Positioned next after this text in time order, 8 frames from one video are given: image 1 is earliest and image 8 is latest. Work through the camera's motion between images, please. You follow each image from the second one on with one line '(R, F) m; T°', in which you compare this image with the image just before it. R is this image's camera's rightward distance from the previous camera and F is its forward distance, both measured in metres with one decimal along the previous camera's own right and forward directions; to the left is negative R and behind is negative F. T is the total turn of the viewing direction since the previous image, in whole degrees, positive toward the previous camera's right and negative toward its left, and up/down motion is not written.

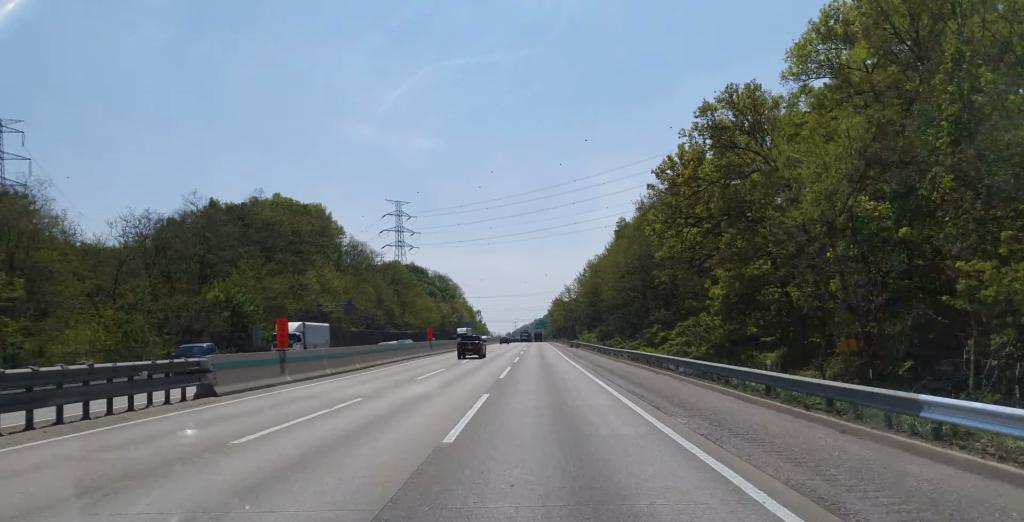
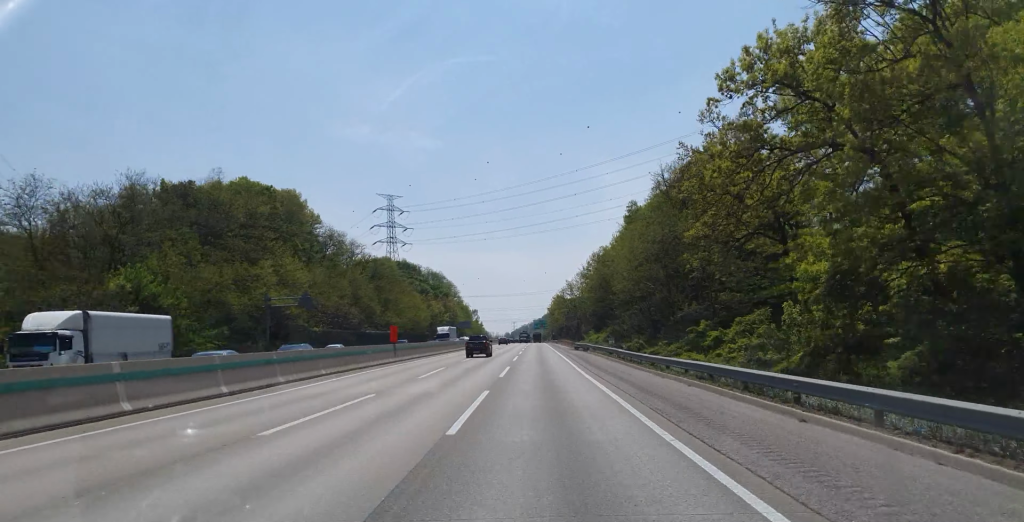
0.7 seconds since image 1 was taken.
(+0.3, +18.5) m; 0°
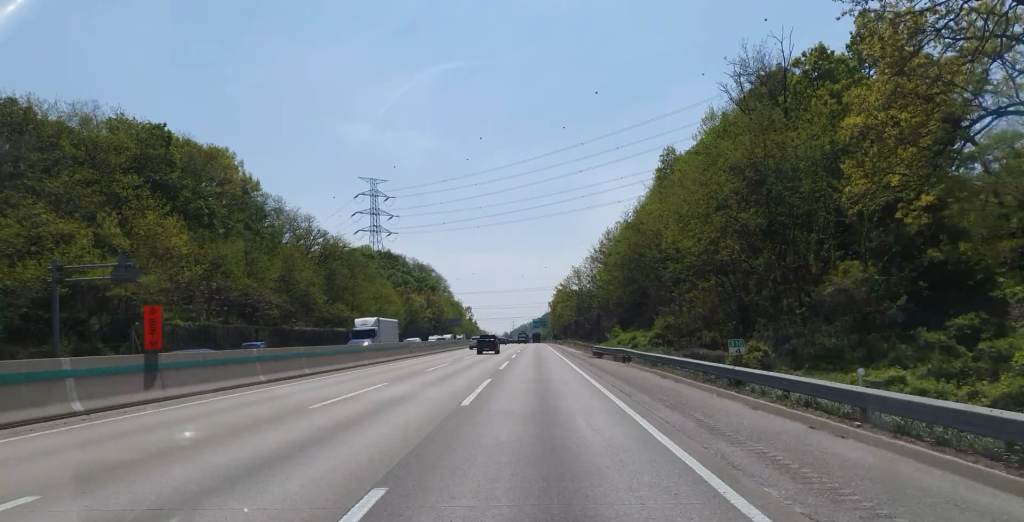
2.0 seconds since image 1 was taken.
(-0.5, +35.9) m; -1°
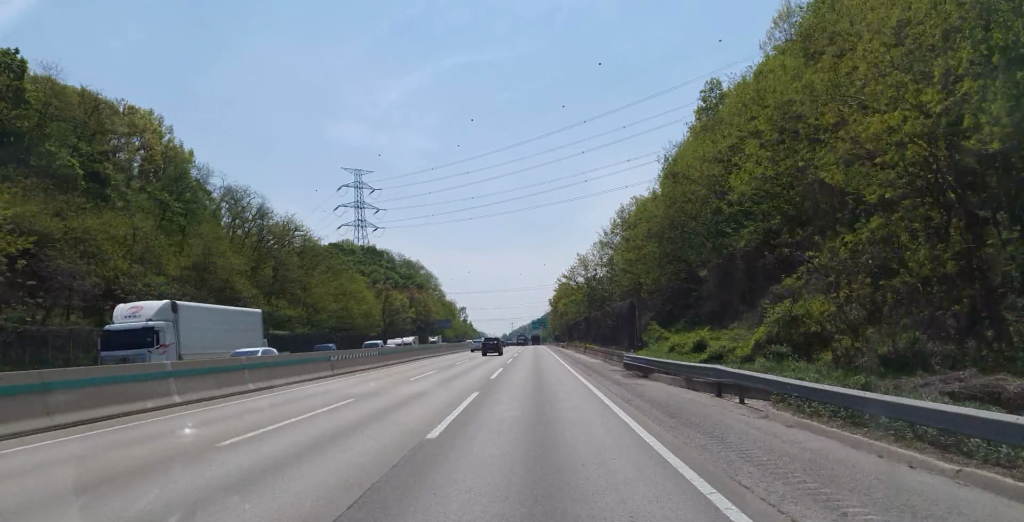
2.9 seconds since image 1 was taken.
(0.0, +25.7) m; 0°
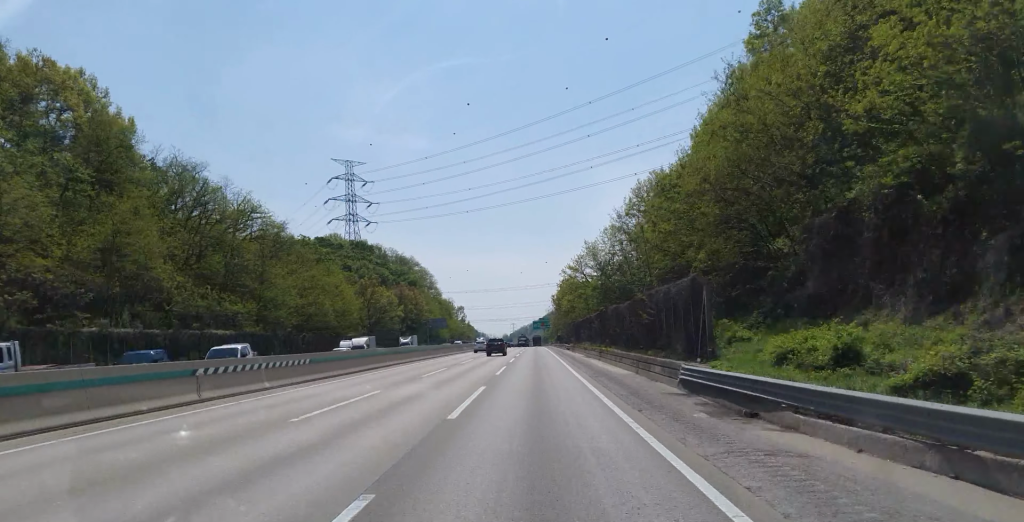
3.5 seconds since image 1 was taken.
(0.0, +16.4) m; 0°
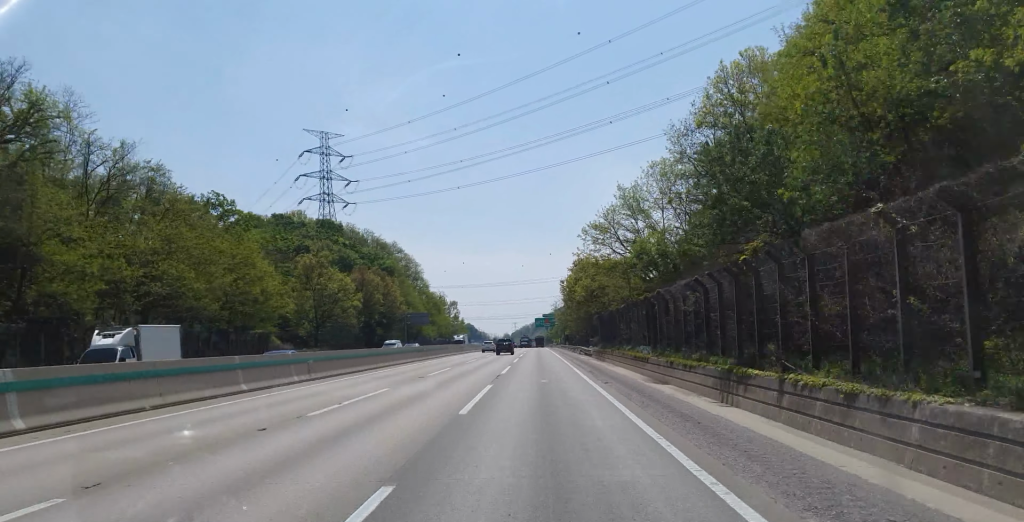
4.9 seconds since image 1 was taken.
(-0.3, +38.0) m; 0°
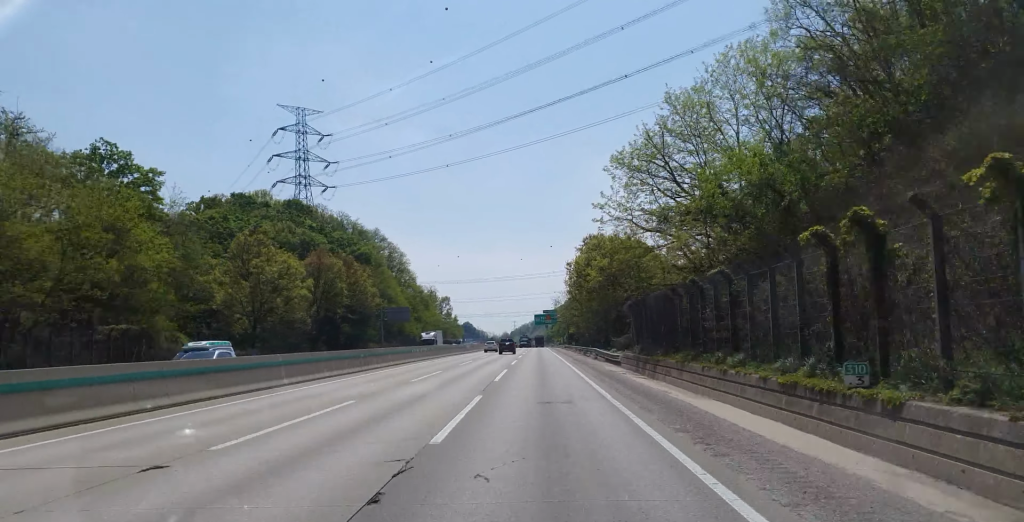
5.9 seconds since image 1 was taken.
(+0.2, +26.2) m; +1°
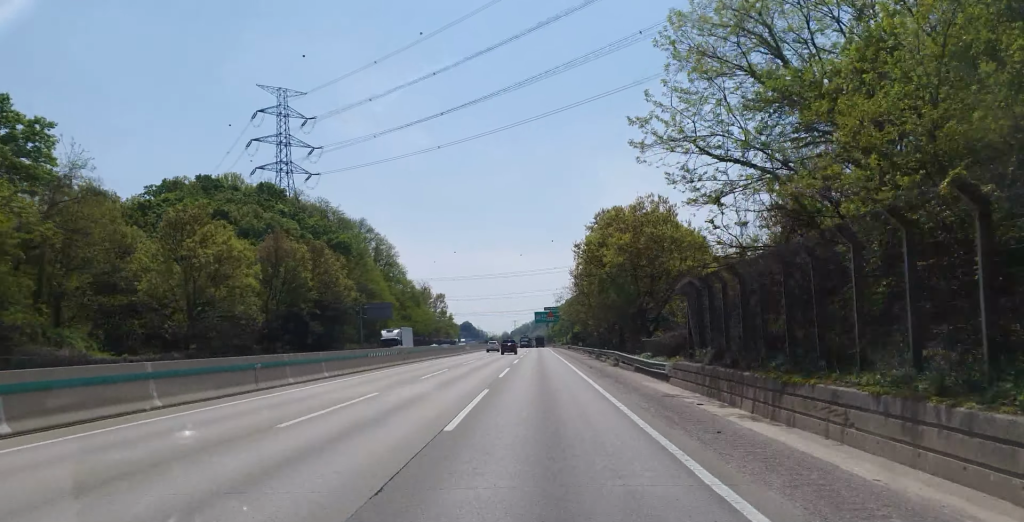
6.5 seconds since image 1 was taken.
(+0.1, +16.2) m; 0°
